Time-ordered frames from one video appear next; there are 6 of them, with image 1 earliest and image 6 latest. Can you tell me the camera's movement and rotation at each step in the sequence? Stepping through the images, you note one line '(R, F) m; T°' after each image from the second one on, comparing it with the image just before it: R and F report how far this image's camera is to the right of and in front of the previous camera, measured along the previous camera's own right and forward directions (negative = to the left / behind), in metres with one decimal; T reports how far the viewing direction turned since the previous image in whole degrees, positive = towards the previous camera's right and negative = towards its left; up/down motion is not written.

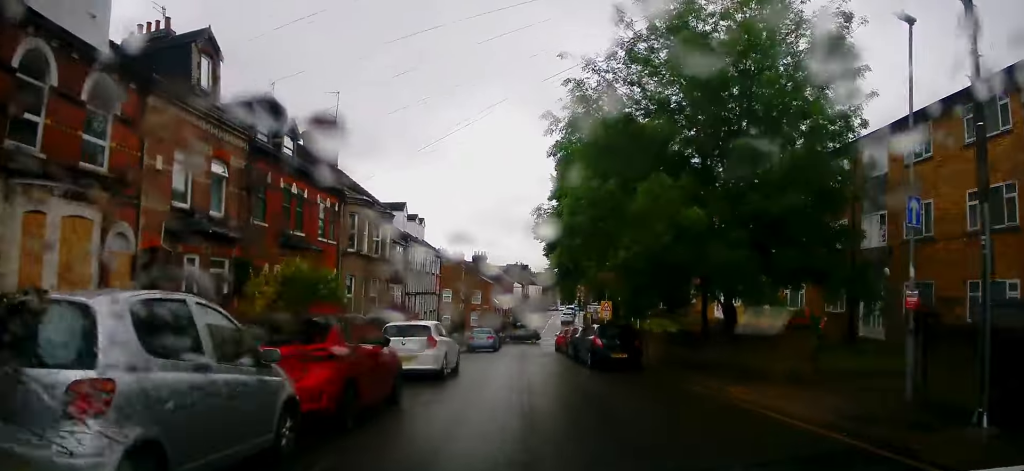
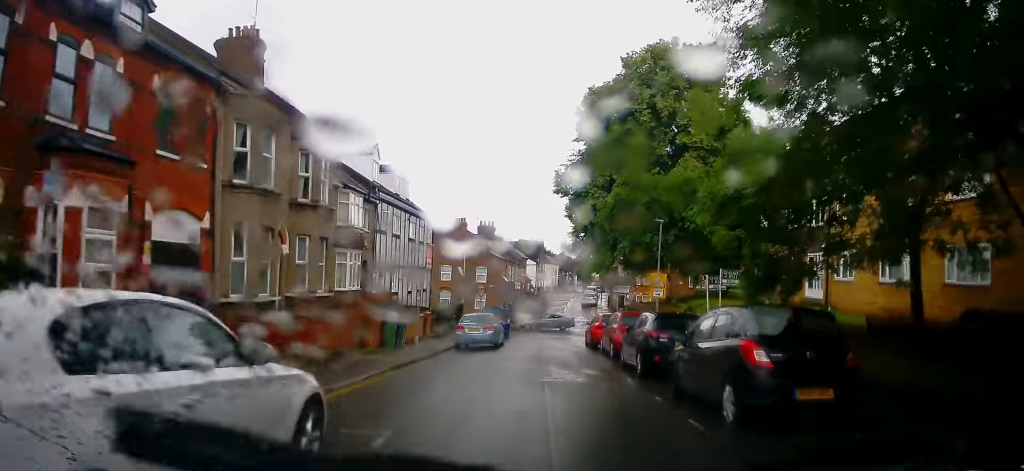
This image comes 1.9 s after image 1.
(-0.9, +12.3) m; -5°
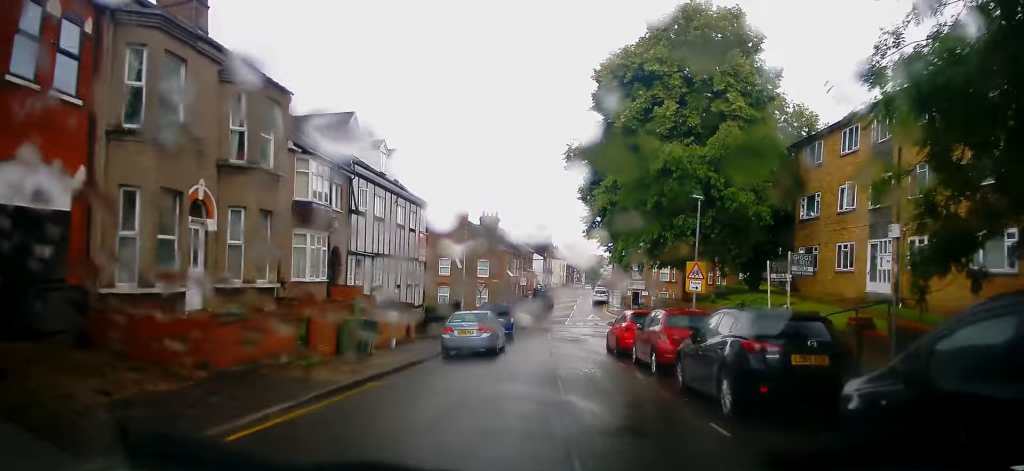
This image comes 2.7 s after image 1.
(-0.1, +5.4) m; +1°
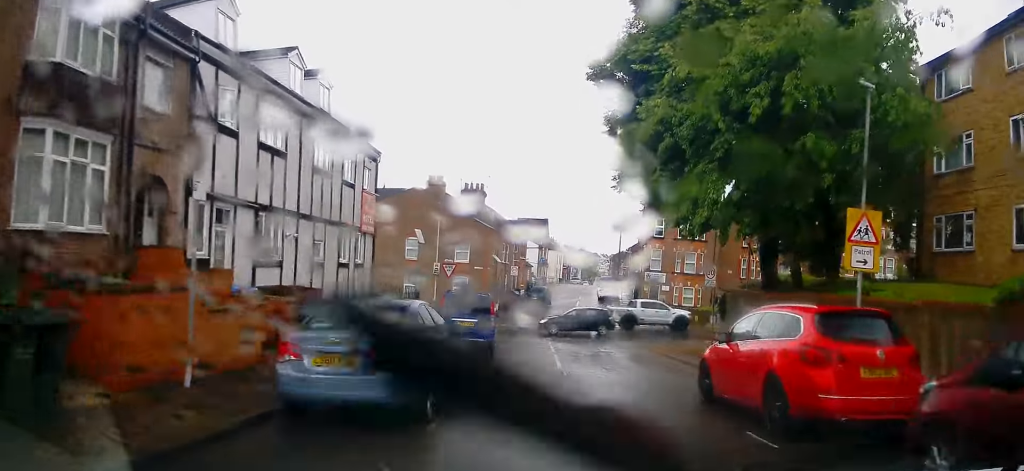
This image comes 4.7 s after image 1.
(+0.2, +12.8) m; +3°
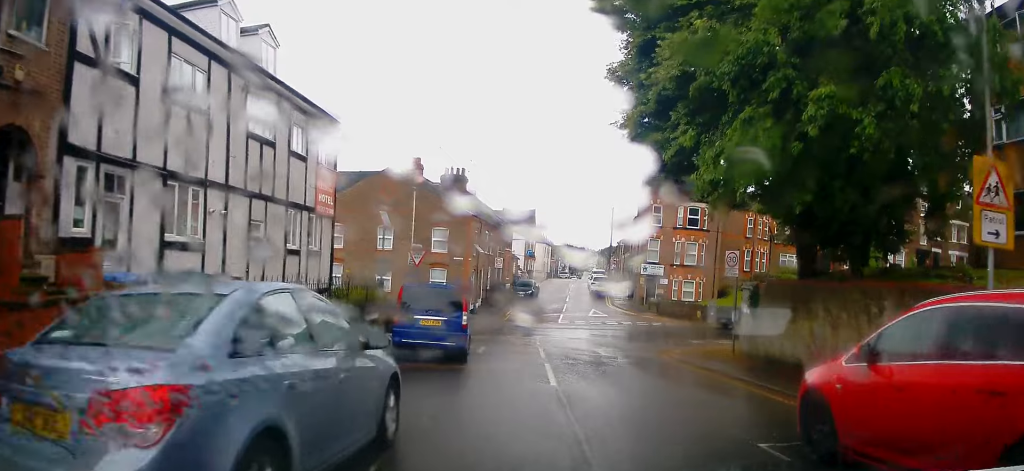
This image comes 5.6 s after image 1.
(+0.1, +4.4) m; +3°
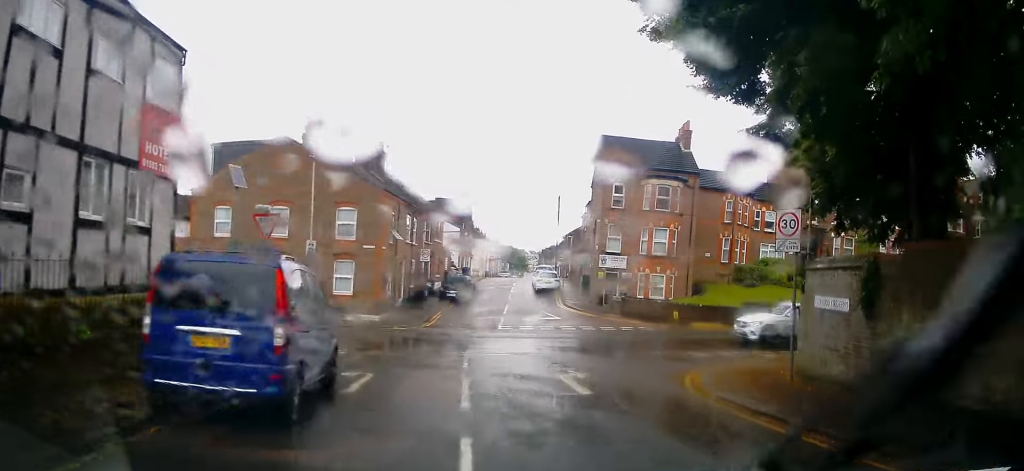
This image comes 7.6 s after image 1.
(-0.3, +8.7) m; +3°
